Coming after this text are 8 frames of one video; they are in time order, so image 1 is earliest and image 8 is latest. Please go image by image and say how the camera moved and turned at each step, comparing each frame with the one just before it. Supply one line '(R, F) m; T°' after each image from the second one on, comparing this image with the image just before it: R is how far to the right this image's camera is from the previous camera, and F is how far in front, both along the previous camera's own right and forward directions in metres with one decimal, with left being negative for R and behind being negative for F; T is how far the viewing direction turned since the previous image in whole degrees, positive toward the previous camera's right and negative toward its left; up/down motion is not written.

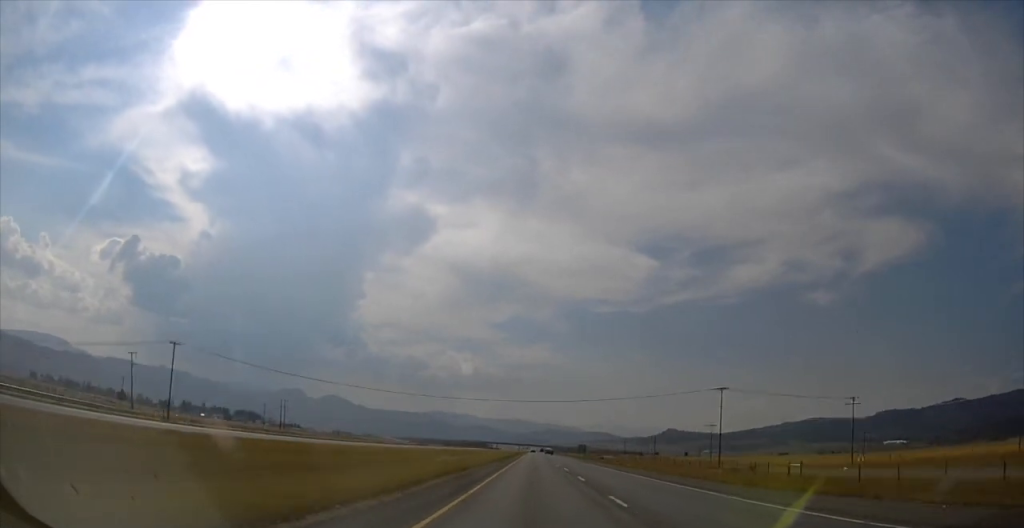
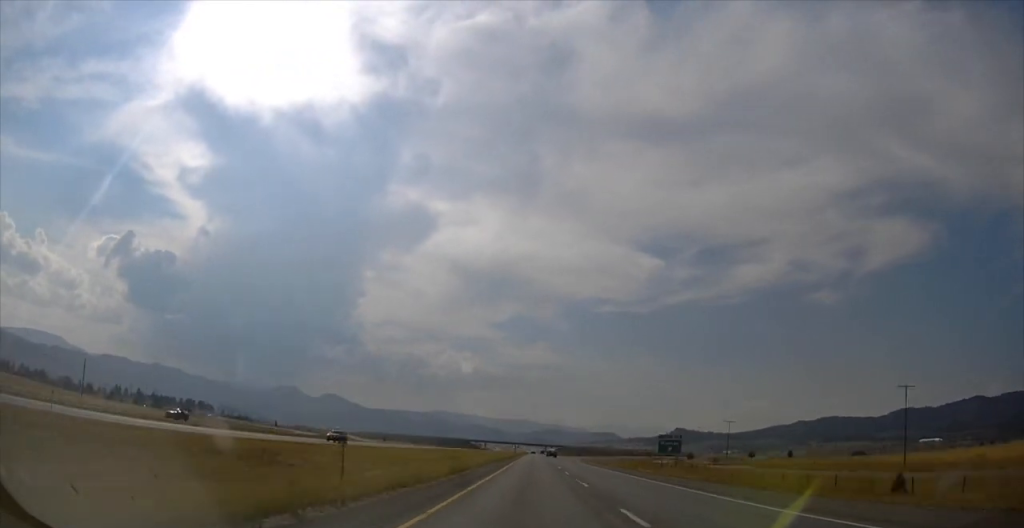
(+0.1, +162.5) m; 0°
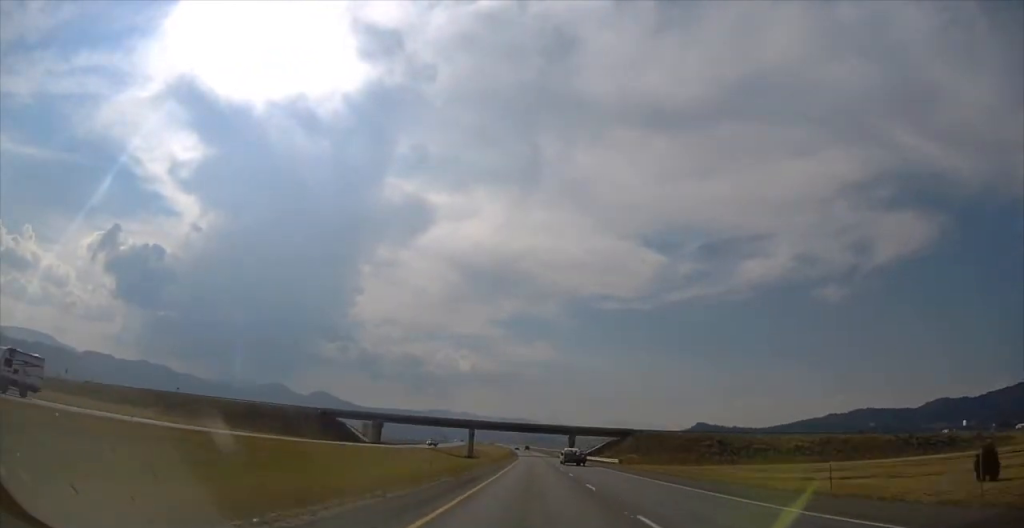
(-3.3, +355.1) m; -2°
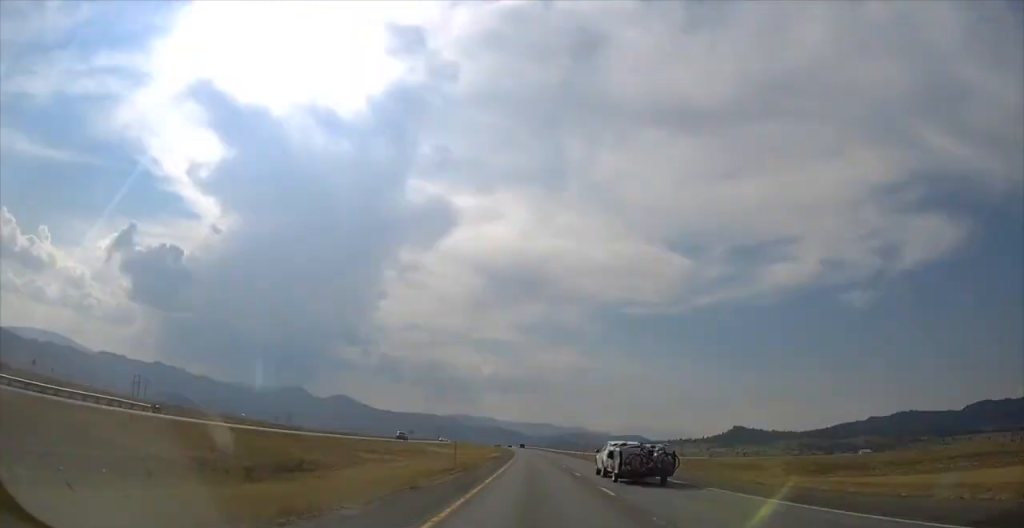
(-1.4, +173.1) m; -2°
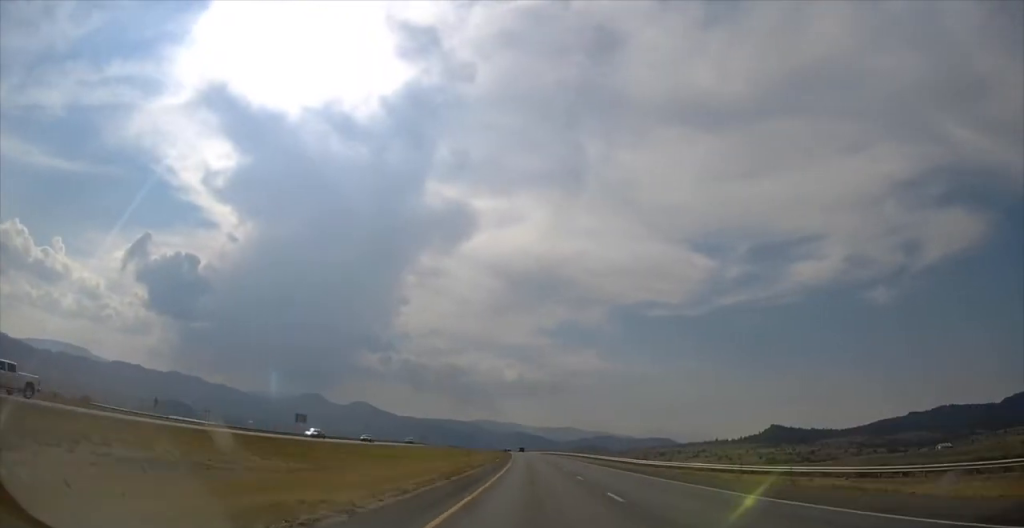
(-3.0, +134.4) m; -1°
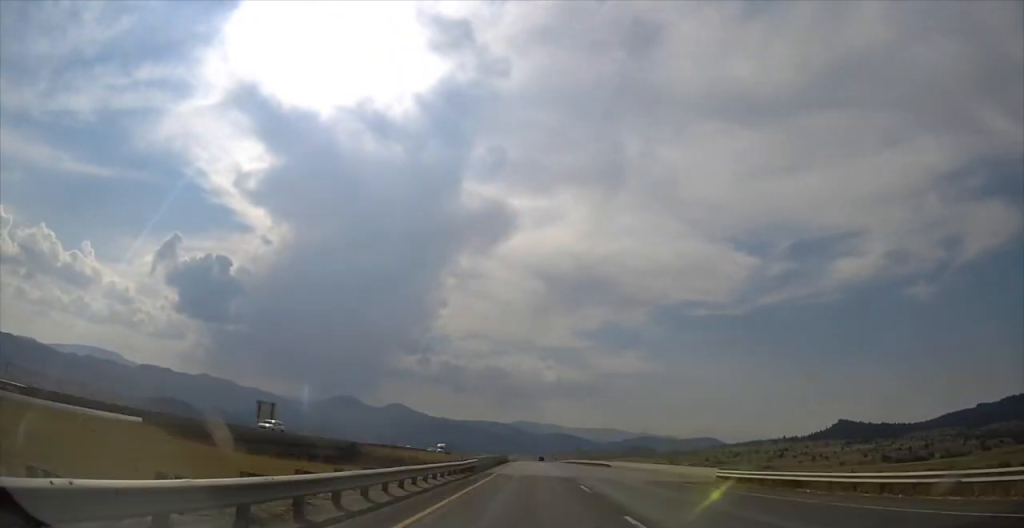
(-5.6, +211.3) m; -2°
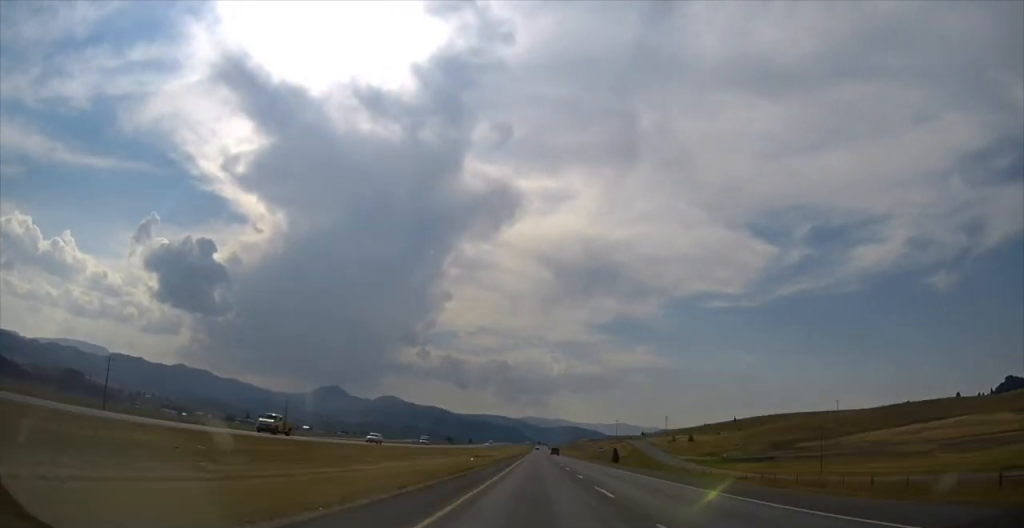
(-3.0, +705.5) m; 0°
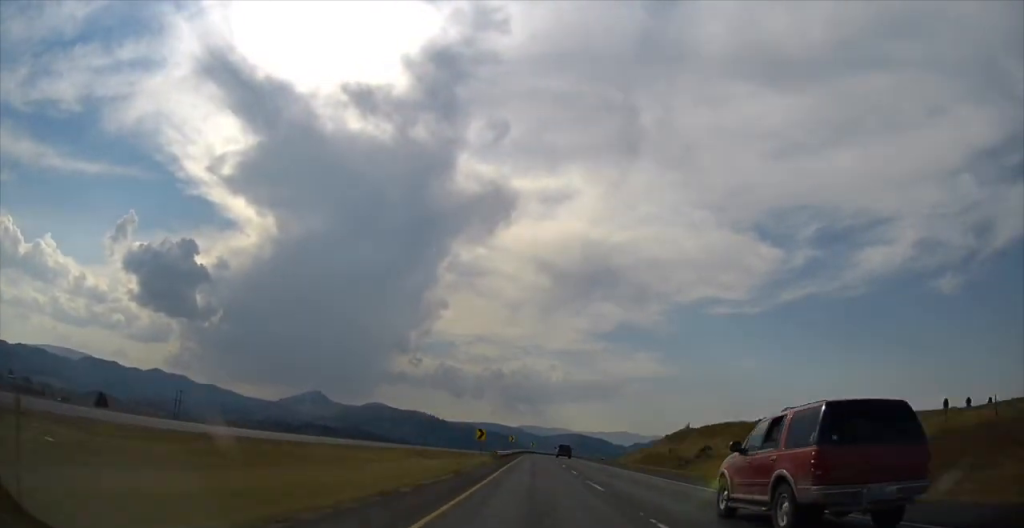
(+3.2, +432.1) m; +7°
